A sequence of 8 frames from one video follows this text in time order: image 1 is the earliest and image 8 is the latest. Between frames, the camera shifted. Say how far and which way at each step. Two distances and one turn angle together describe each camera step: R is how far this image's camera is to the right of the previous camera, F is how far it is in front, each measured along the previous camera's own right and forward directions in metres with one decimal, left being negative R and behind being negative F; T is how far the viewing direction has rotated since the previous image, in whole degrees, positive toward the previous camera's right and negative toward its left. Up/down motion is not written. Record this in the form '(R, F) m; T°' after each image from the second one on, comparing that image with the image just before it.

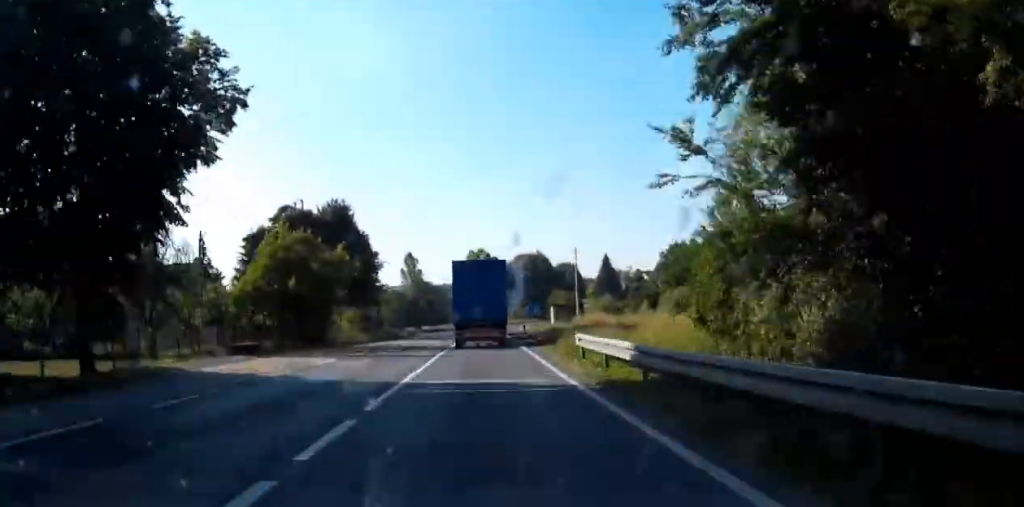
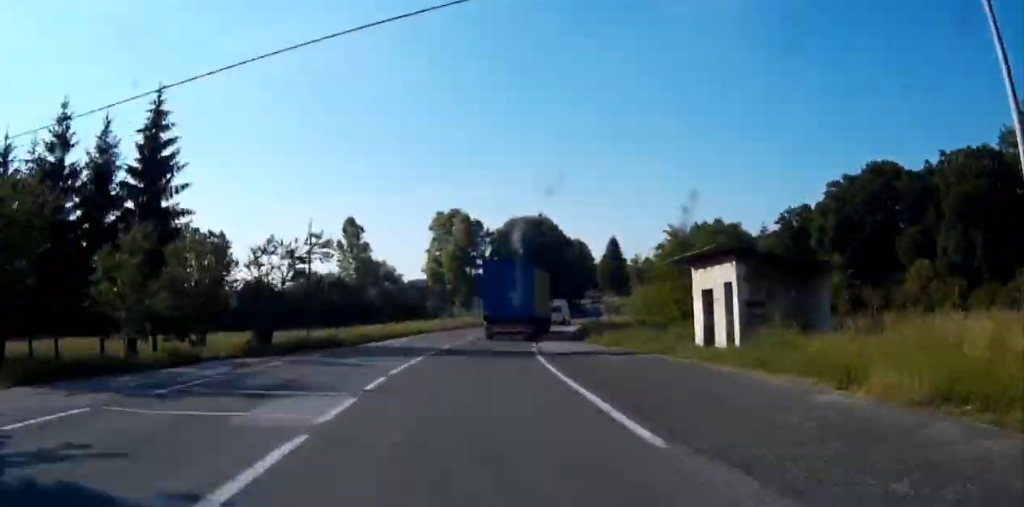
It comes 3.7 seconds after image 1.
(+3.4, +65.1) m; +7°
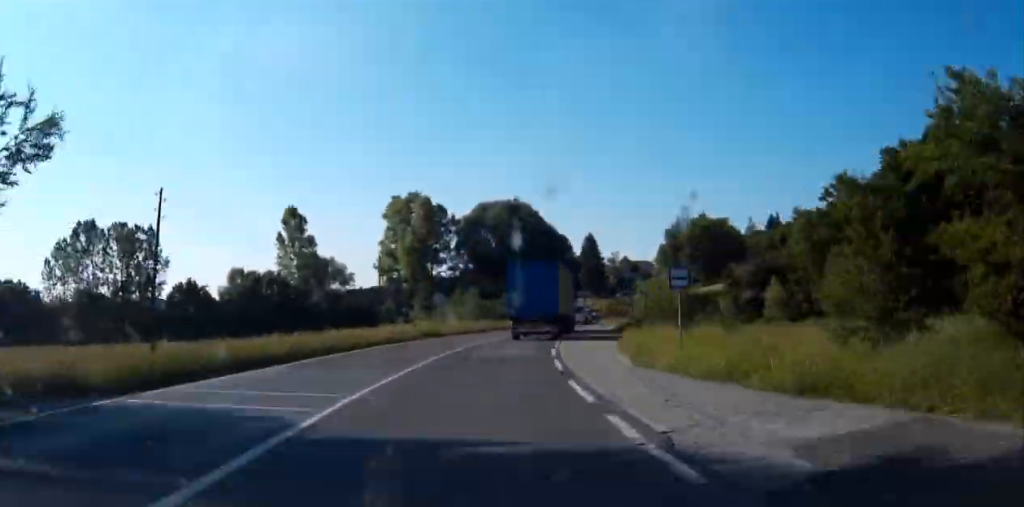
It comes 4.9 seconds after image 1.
(-0.4, +21.4) m; +3°
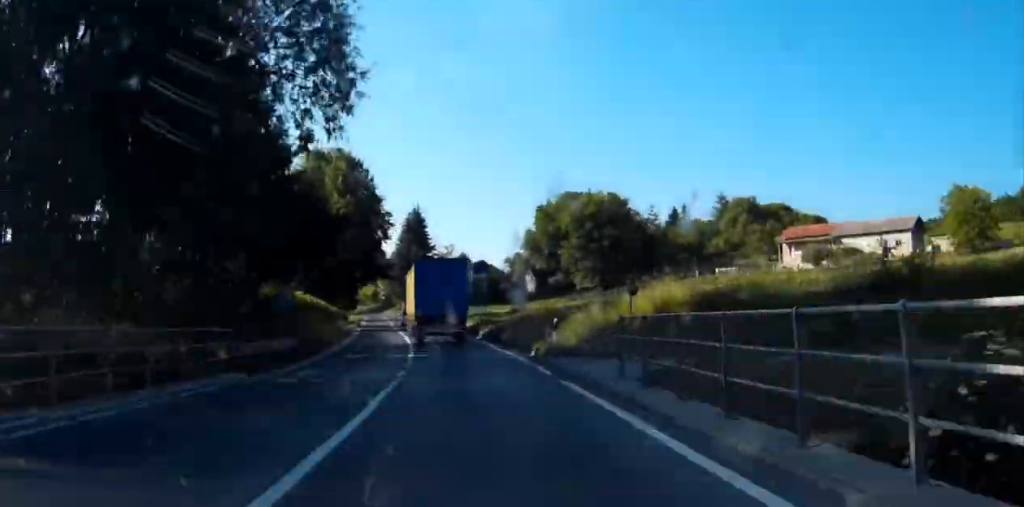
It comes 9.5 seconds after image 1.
(+6.8, +81.5) m; +5°
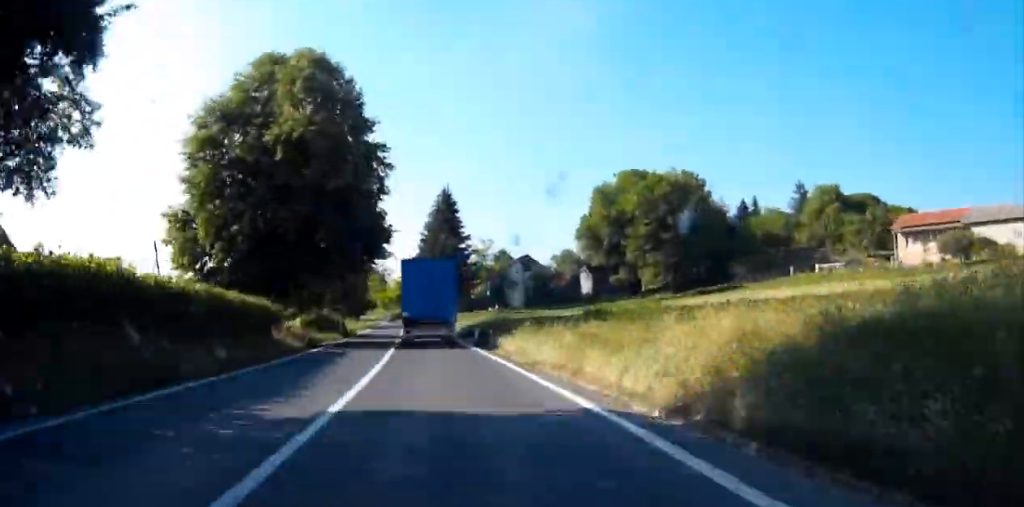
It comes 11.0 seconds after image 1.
(-0.4, +26.5) m; -1°
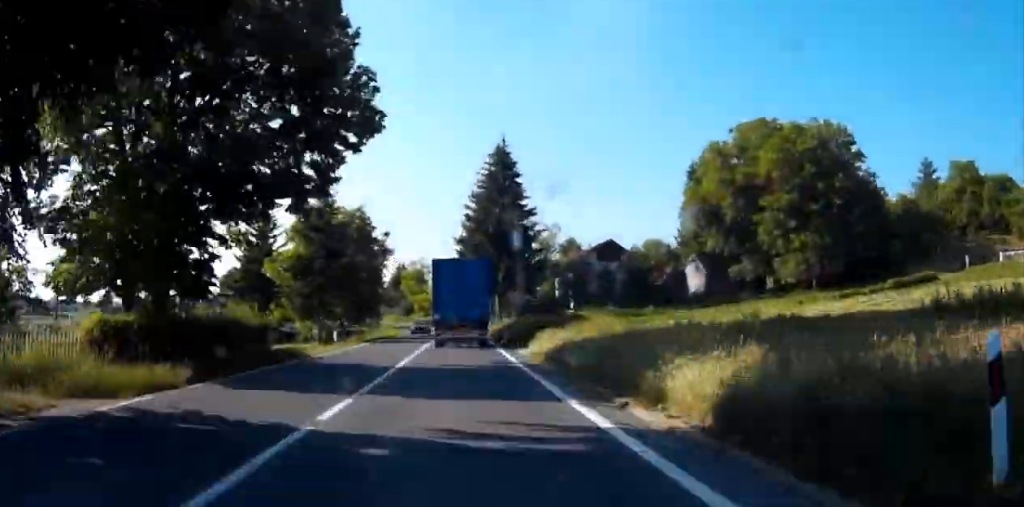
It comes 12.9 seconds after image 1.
(-0.1, +33.1) m; -1°
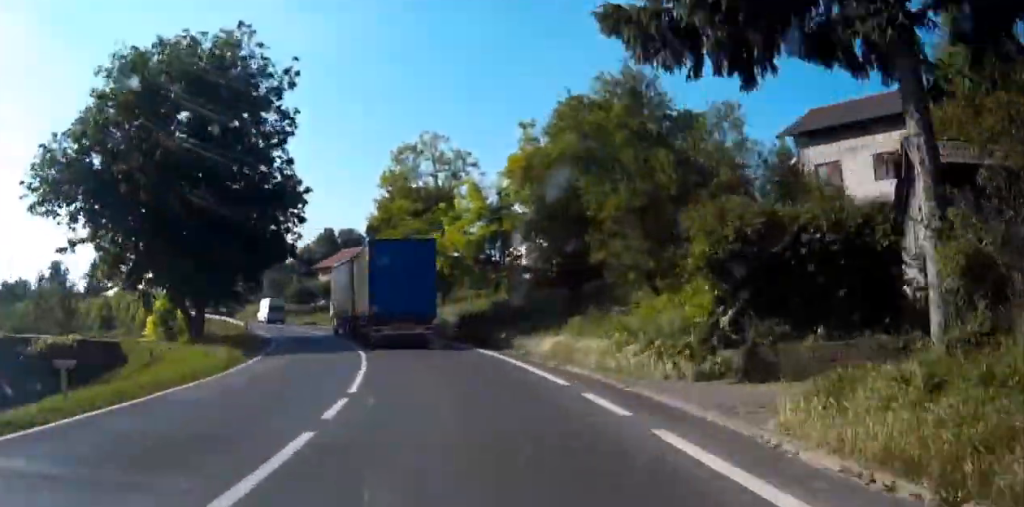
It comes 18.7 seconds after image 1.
(-6.2, +97.2) m; -14°
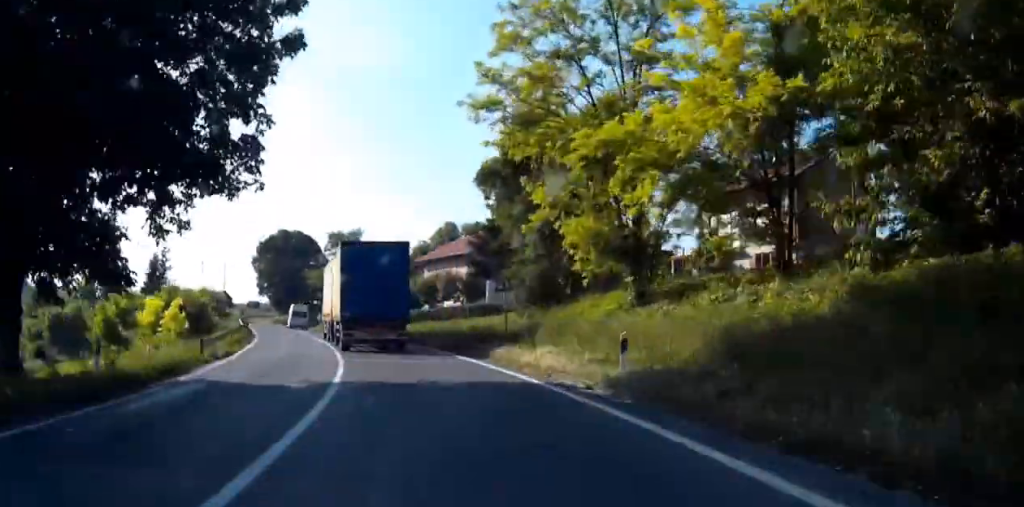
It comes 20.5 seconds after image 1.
(-0.4, +29.3) m; -9°
